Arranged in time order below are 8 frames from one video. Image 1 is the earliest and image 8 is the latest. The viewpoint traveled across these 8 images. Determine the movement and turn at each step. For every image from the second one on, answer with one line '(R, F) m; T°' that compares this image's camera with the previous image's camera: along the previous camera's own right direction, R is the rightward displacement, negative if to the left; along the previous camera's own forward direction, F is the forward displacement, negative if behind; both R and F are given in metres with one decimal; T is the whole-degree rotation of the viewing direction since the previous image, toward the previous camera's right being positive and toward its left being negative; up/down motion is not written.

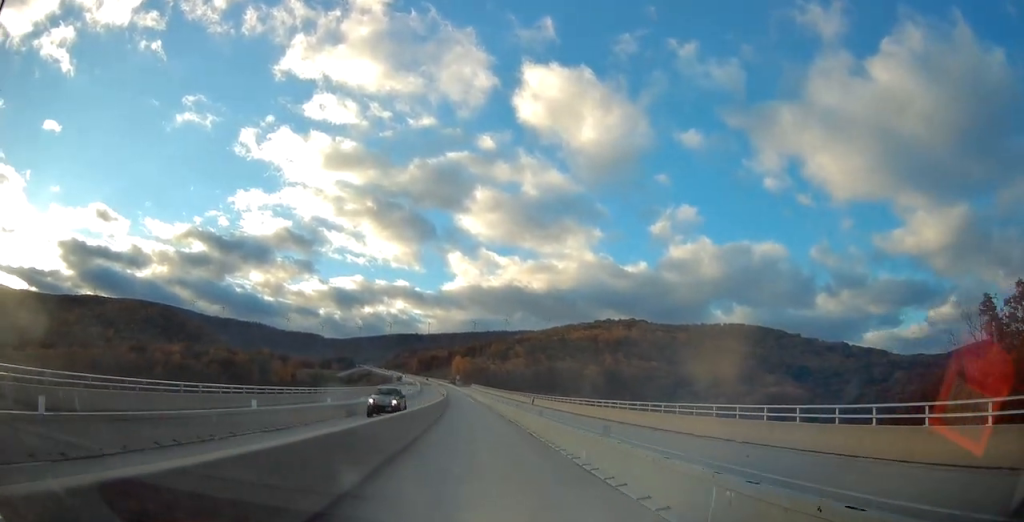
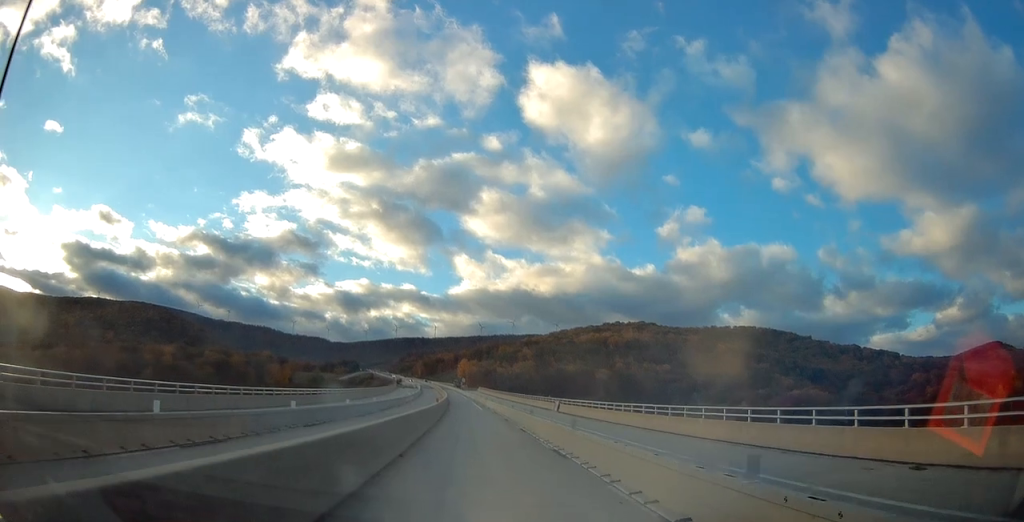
(0.0, +19.7) m; -1°
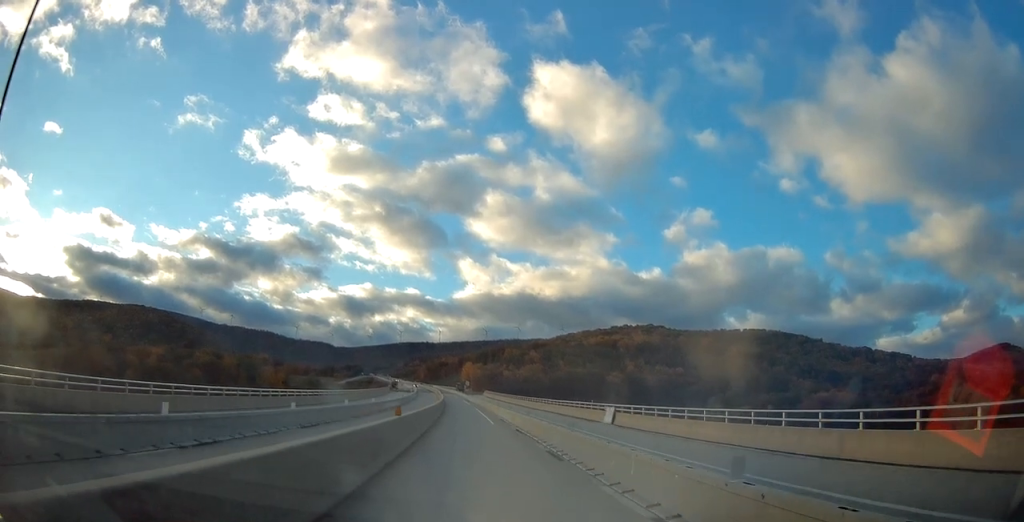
(-0.4, +24.0) m; -1°
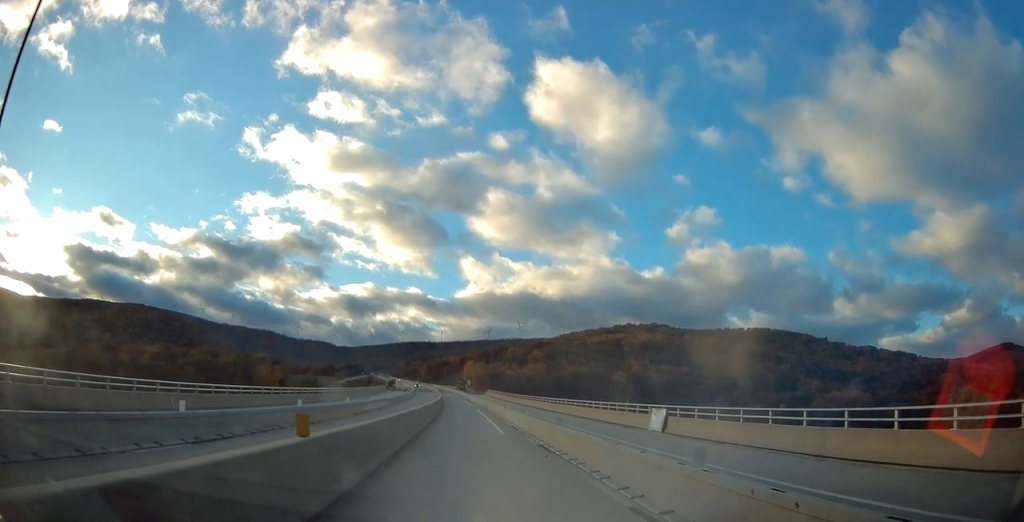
(0.0, +11.0) m; 0°
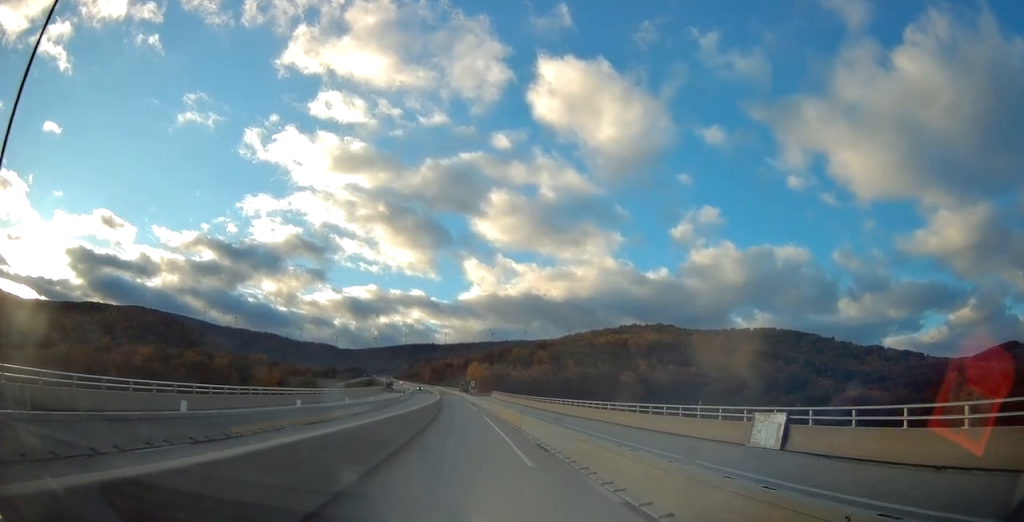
(0.0, +12.2) m; 0°
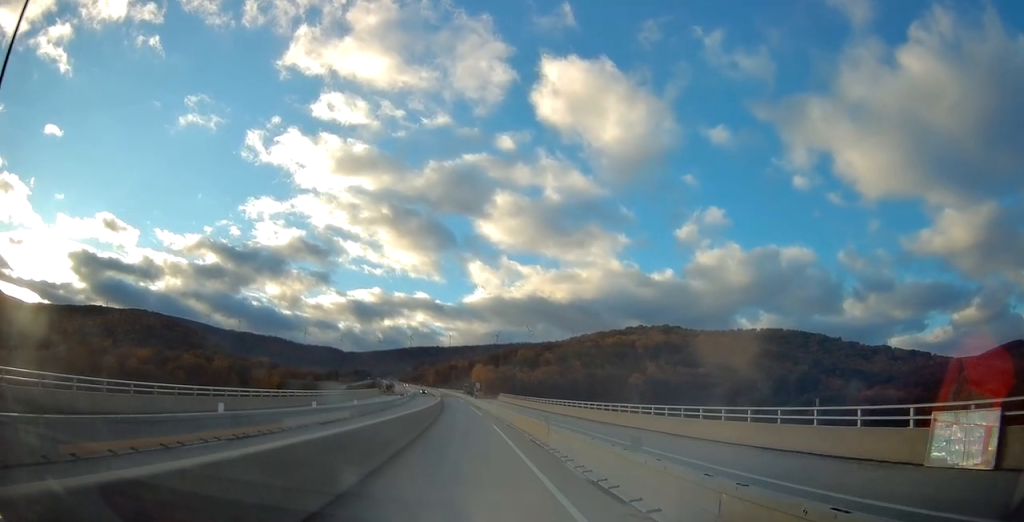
(0.0, +9.6) m; 0°
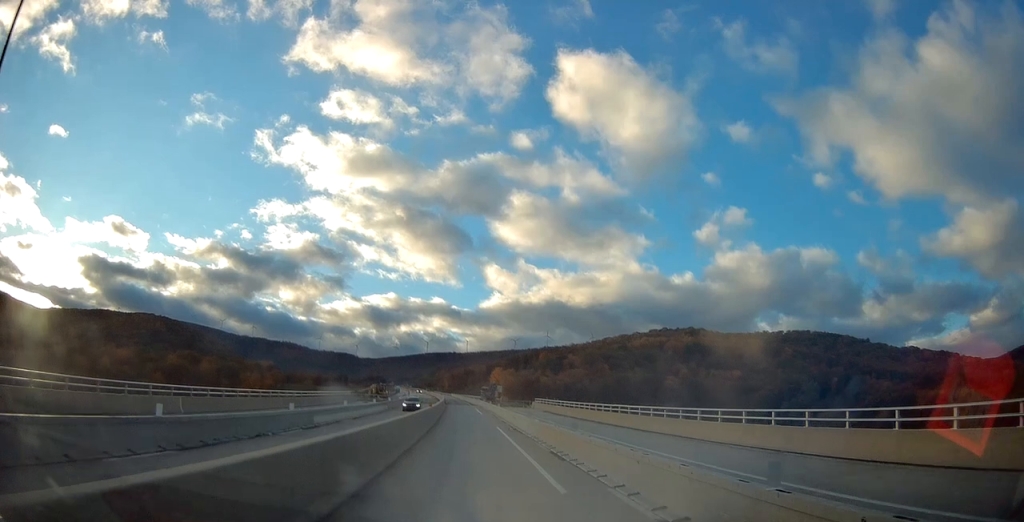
(-0.8, +40.9) m; -2°
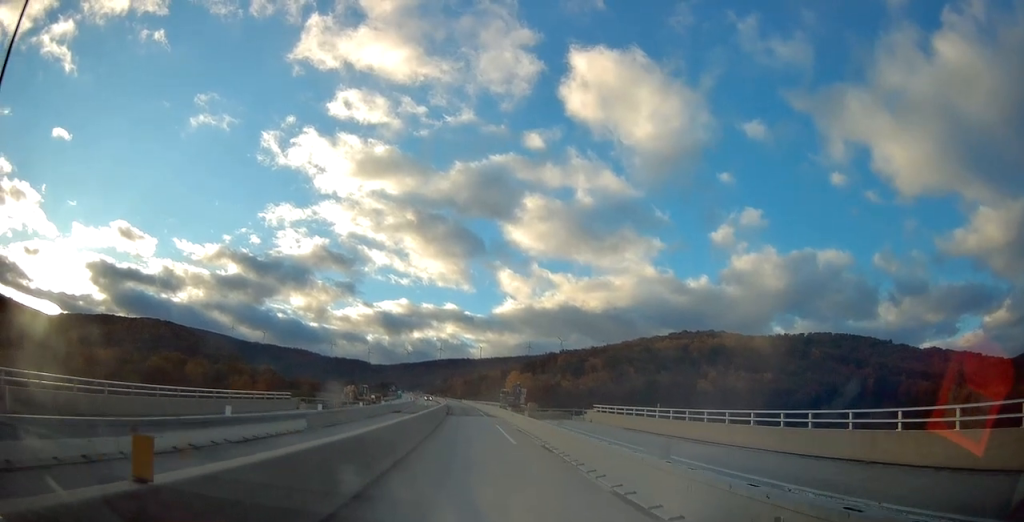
(-0.2, +32.4) m; -1°
